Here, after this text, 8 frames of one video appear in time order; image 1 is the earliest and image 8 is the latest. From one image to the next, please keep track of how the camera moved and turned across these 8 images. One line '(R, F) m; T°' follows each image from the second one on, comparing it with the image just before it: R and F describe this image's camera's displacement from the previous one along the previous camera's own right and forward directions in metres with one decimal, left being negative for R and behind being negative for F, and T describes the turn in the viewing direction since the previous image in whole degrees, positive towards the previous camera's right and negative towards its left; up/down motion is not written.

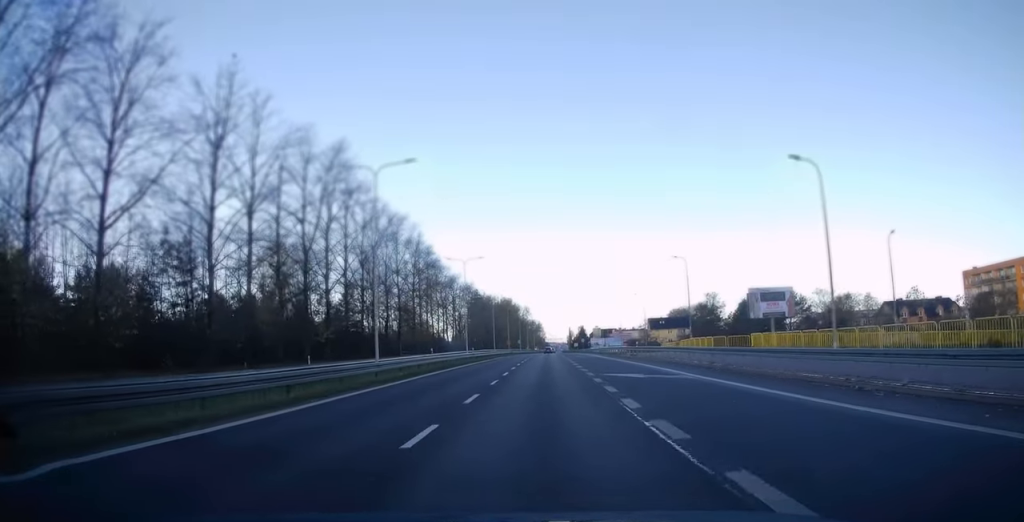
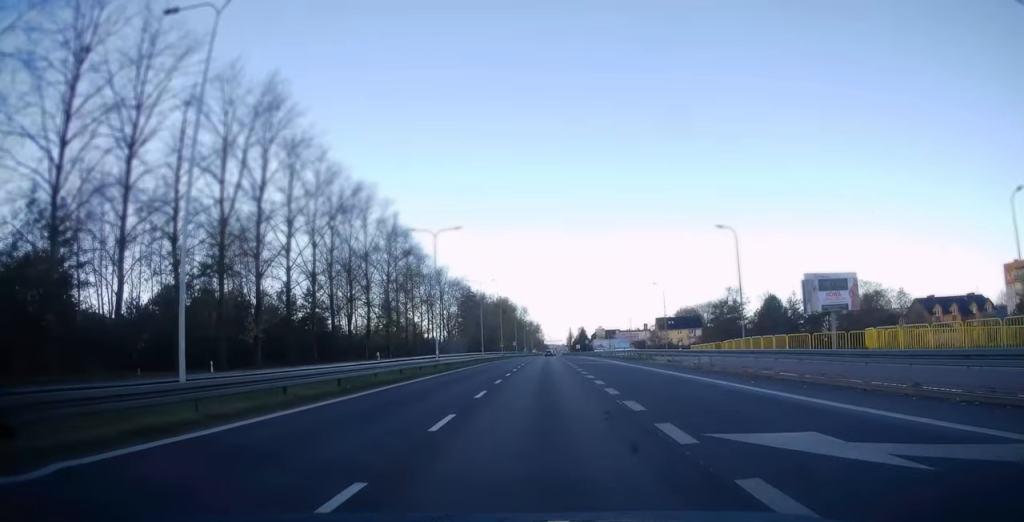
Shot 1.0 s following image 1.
(+0.1, +16.3) m; +1°
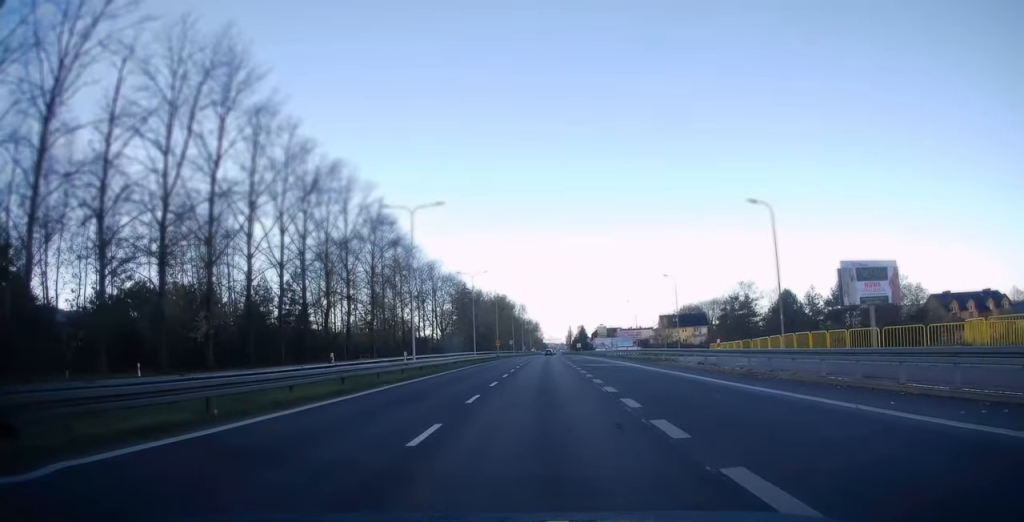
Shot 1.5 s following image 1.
(+0.3, +7.6) m; -1°
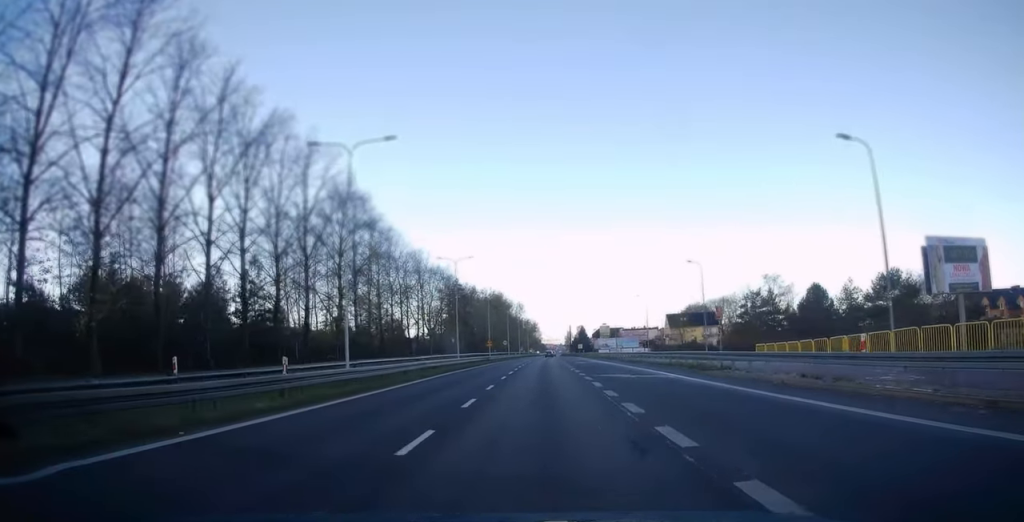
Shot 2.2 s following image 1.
(-0.3, +12.5) m; 0°
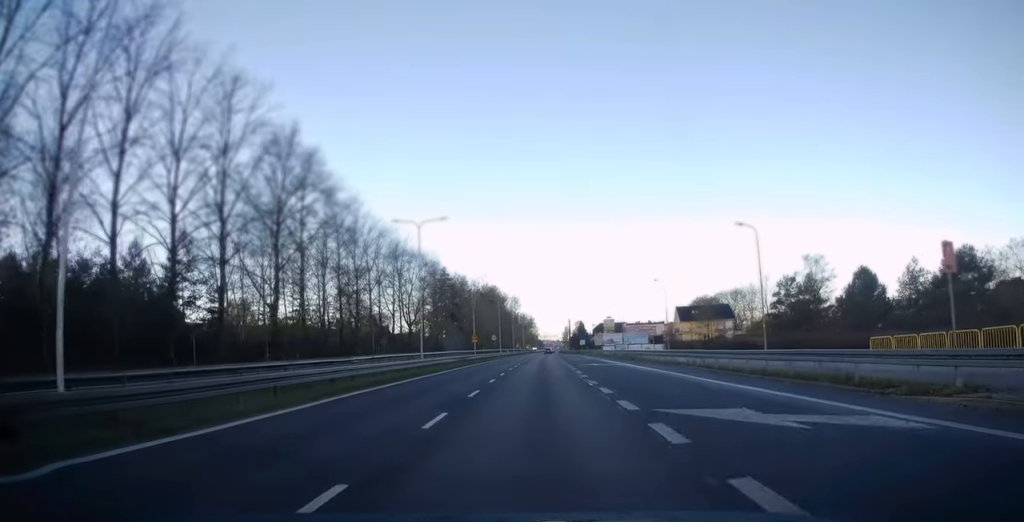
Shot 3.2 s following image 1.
(-0.1, +16.1) m; +1°
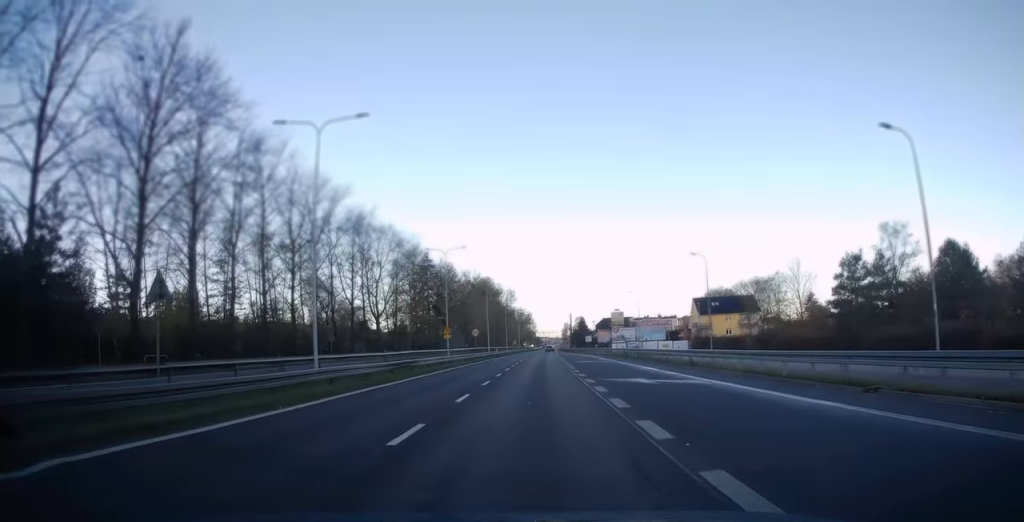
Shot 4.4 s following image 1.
(+0.3, +19.6) m; 0°
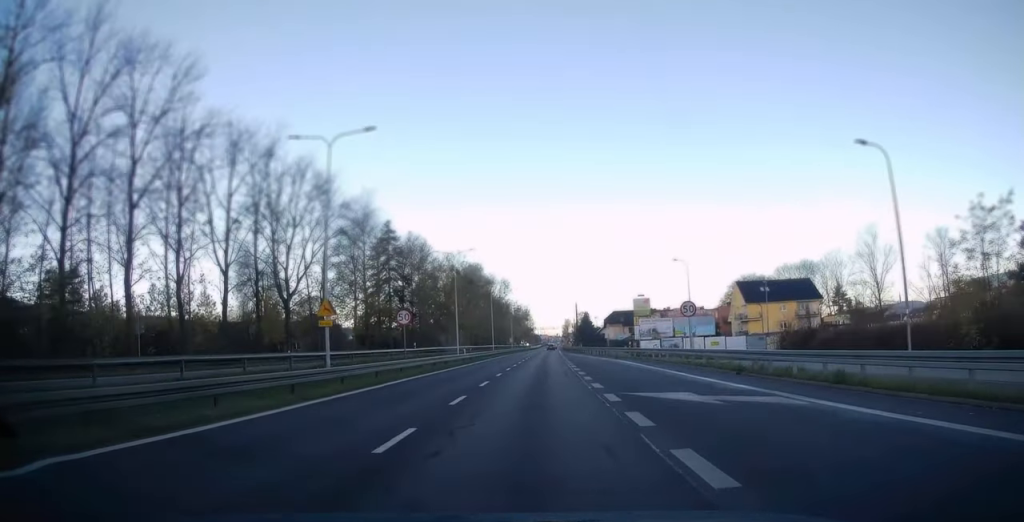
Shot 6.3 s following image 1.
(+0.2, +31.0) m; +1°
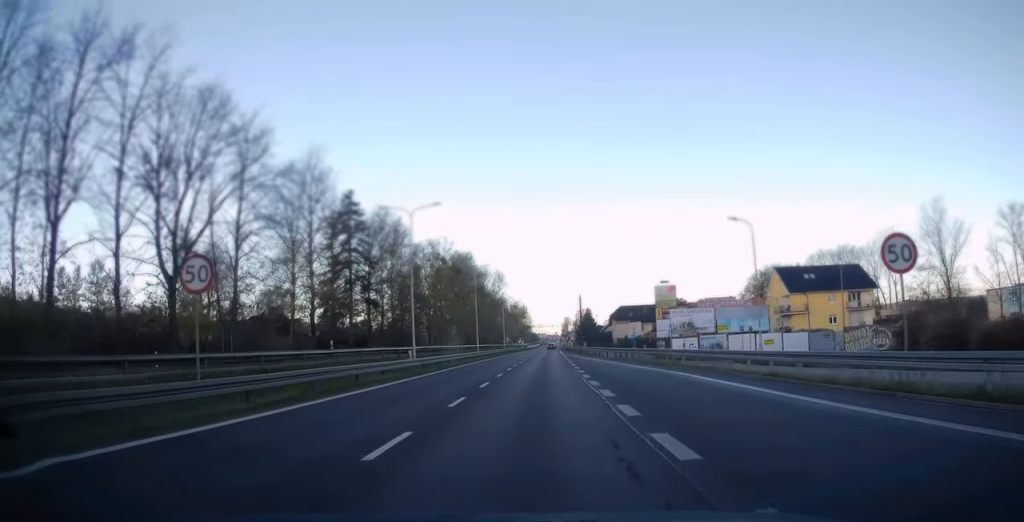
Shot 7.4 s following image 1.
(-0.1, +18.7) m; -1°
